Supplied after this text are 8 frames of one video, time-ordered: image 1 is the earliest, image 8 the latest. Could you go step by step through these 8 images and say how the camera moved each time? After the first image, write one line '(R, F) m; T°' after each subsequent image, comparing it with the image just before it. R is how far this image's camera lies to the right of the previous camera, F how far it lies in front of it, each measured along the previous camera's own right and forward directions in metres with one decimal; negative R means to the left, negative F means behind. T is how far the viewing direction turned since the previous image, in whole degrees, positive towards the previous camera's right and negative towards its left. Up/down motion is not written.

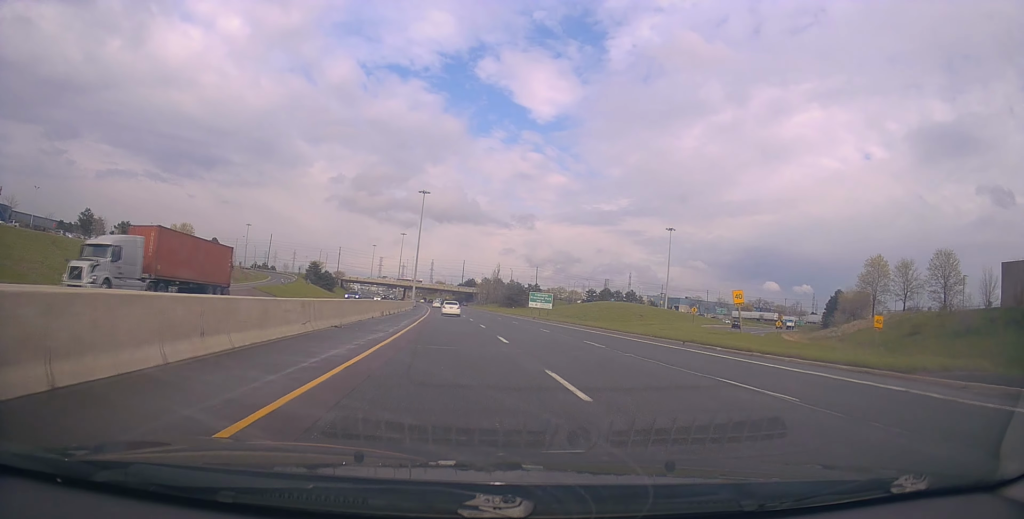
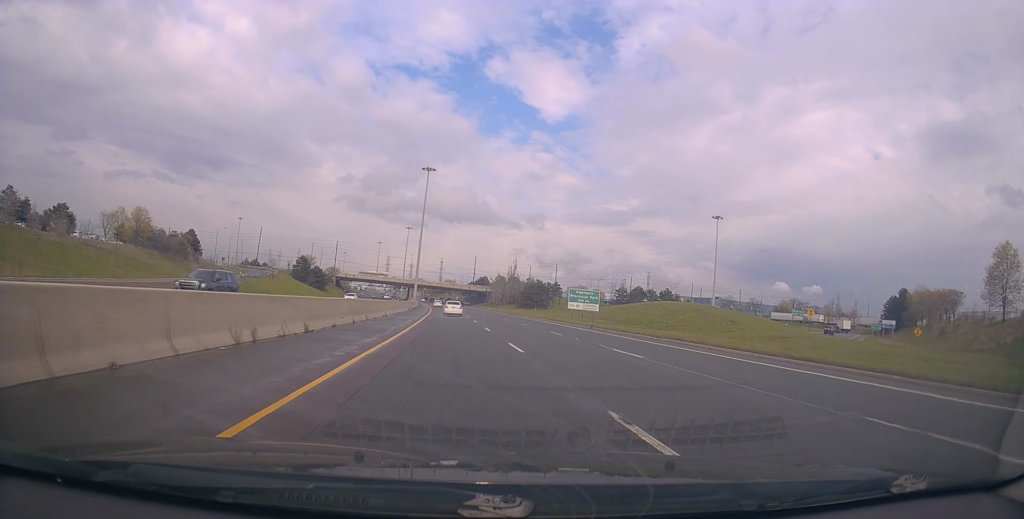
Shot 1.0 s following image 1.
(-0.5, +28.9) m; -2°
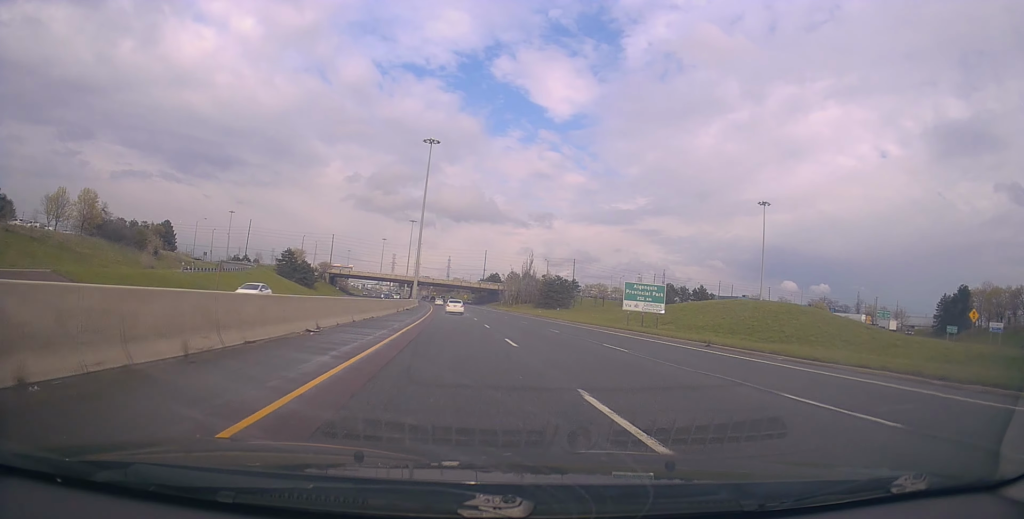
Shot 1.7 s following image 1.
(-0.3, +22.2) m; -1°
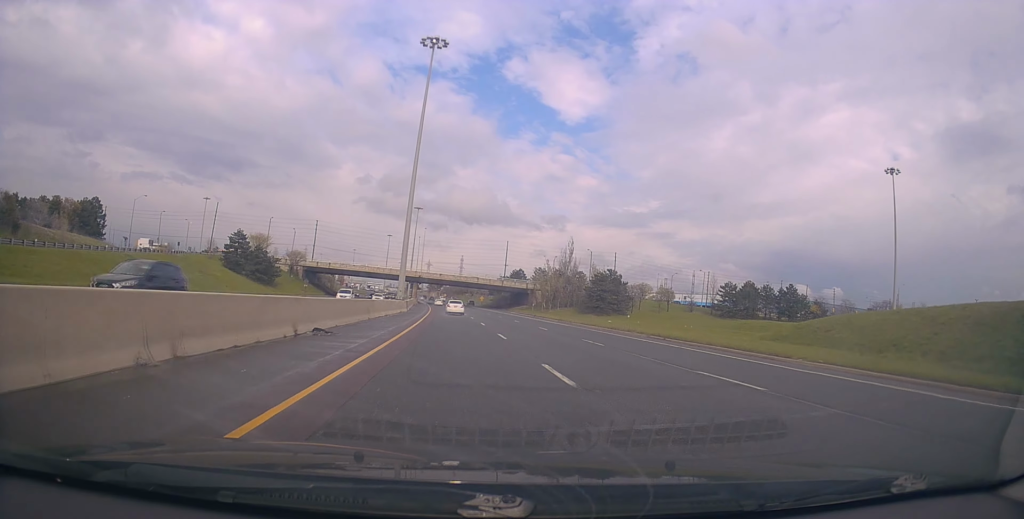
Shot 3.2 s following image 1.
(+0.7, +44.7) m; 0°
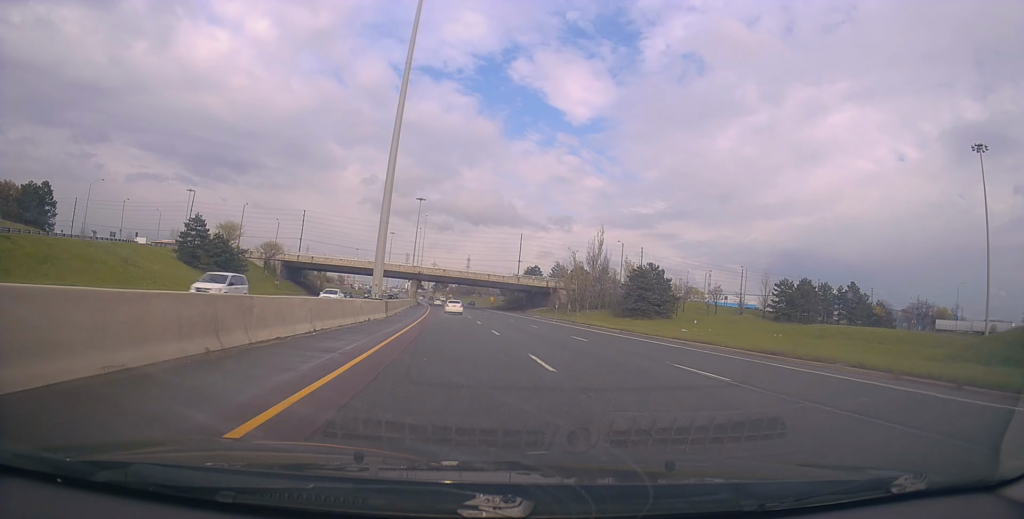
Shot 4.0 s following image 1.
(-0.1, +22.1) m; -1°
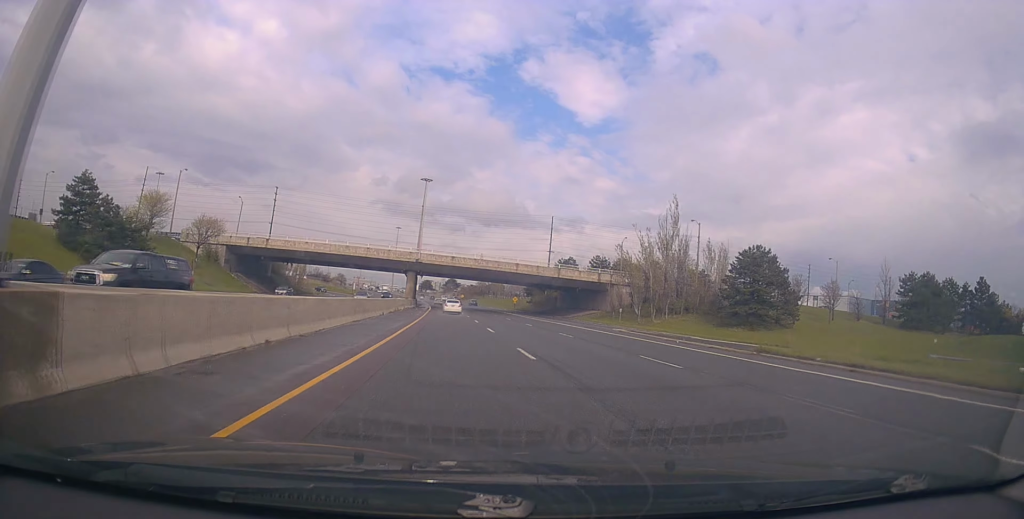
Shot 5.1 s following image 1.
(-1.0, +35.0) m; -1°
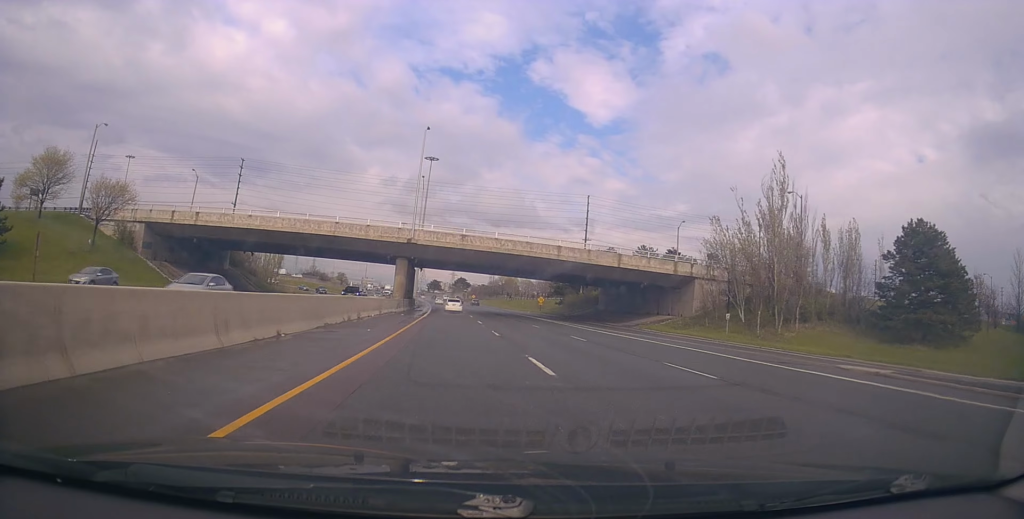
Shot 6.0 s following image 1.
(+0.1, +26.4) m; 0°
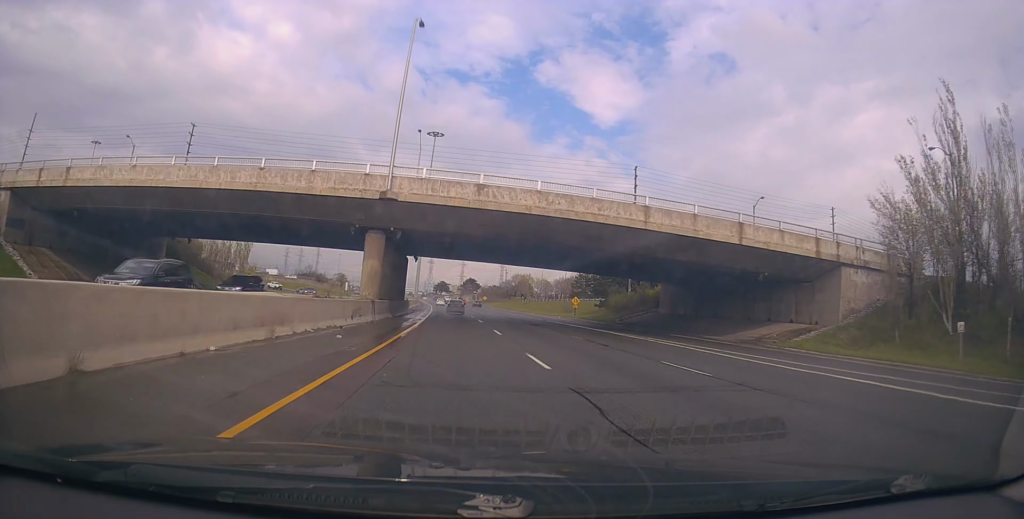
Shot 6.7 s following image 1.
(-0.2, +23.0) m; -1°
